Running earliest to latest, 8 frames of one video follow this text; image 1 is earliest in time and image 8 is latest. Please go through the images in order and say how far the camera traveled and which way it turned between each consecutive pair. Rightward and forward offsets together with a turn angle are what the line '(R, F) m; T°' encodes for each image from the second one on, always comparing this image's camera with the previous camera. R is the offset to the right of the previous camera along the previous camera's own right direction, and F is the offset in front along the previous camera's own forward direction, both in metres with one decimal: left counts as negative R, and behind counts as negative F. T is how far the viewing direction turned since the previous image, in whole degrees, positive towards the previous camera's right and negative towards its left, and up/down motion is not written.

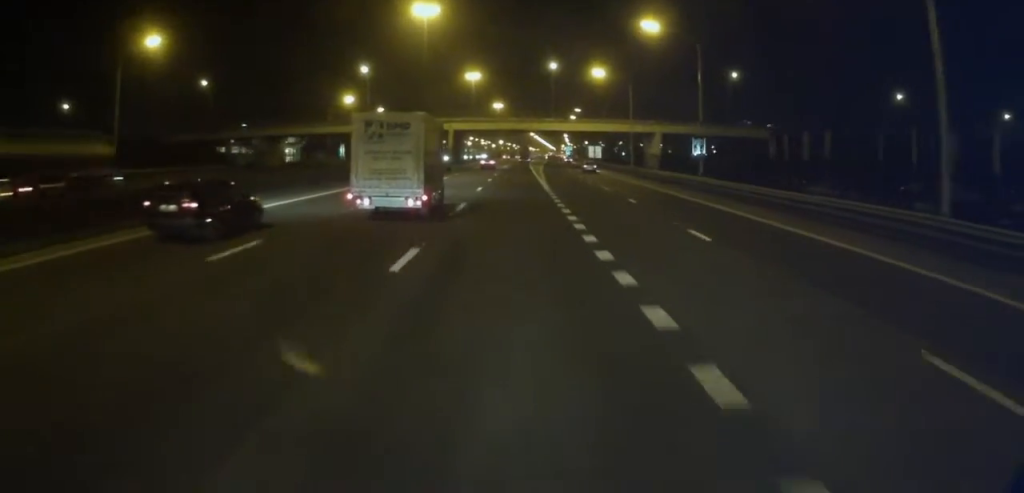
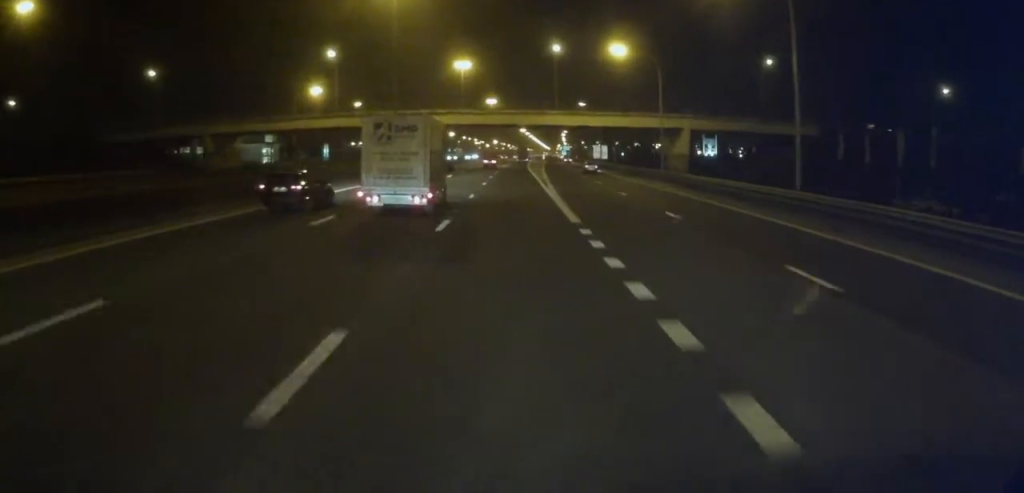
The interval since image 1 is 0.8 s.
(+0.3, +18.9) m; 0°
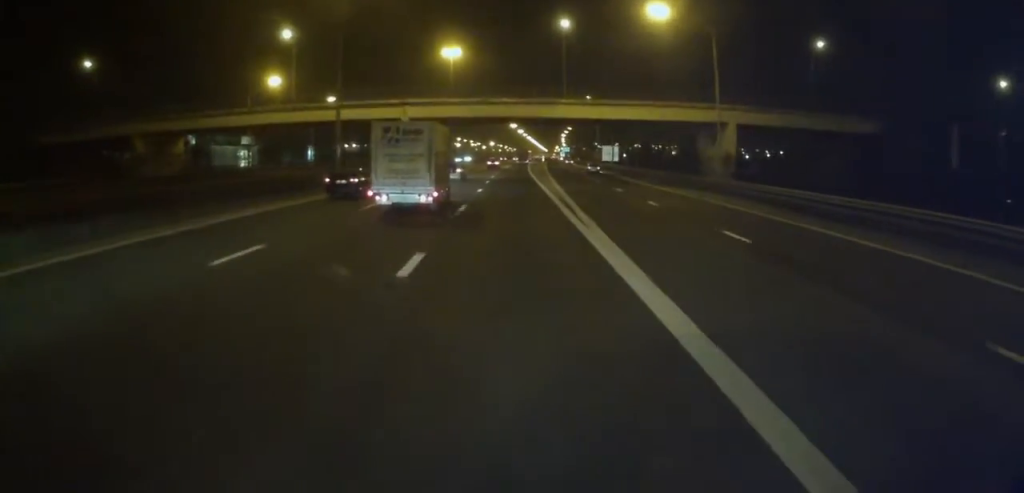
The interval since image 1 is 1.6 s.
(+0.1, +18.8) m; 0°
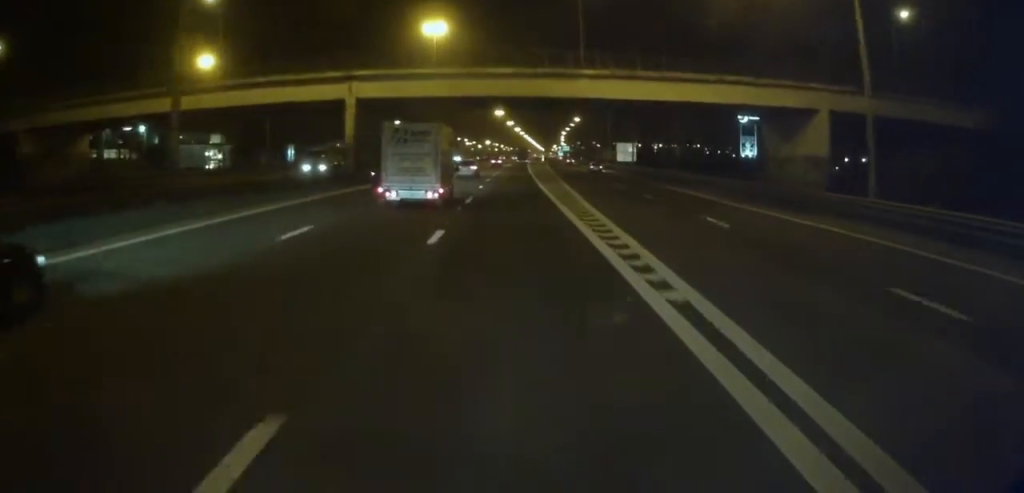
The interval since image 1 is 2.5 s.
(-0.3, +21.1) m; 0°
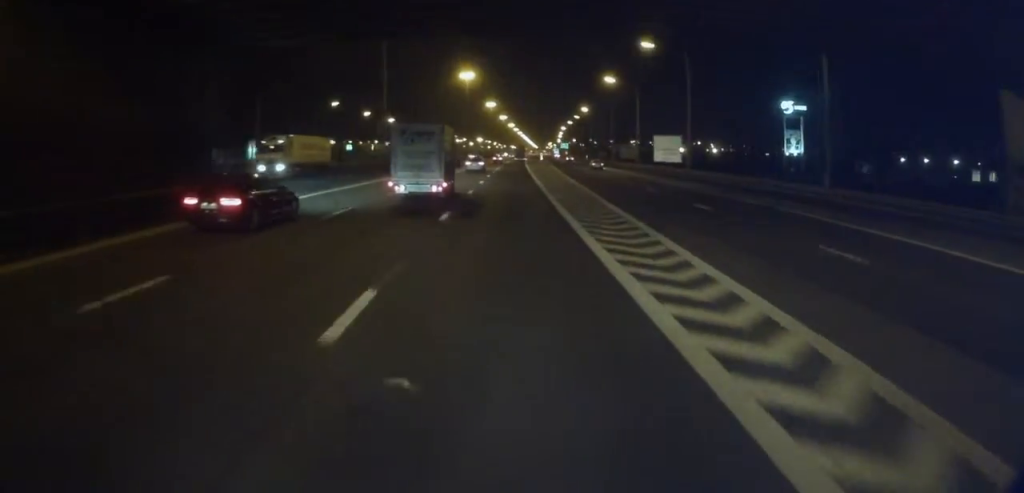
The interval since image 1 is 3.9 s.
(+0.7, +33.0) m; +1°
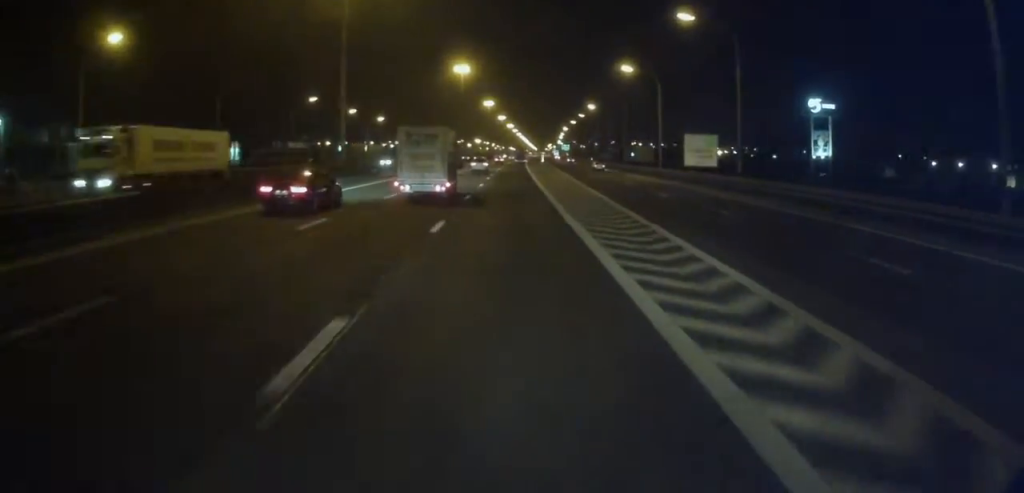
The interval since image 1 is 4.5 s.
(0.0, +14.2) m; 0°
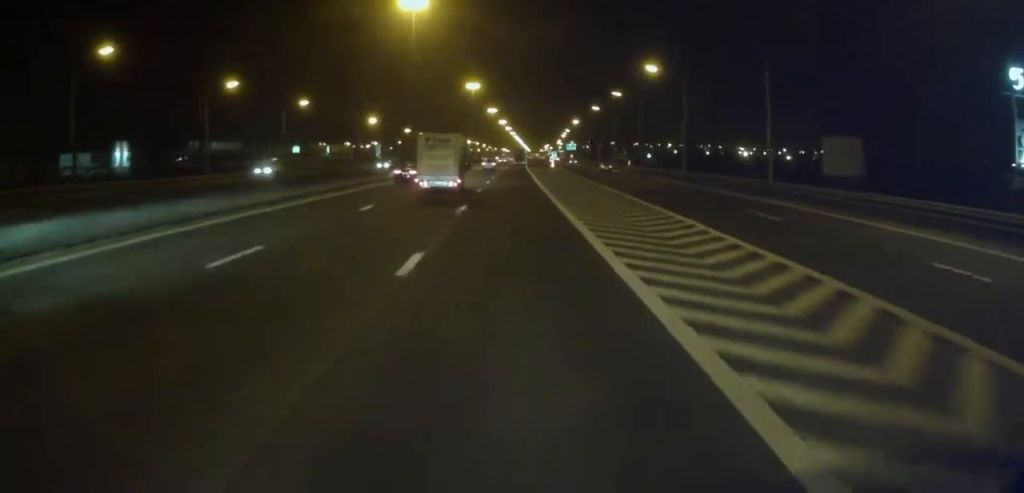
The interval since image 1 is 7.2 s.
(-0.2, +63.6) m; 0°
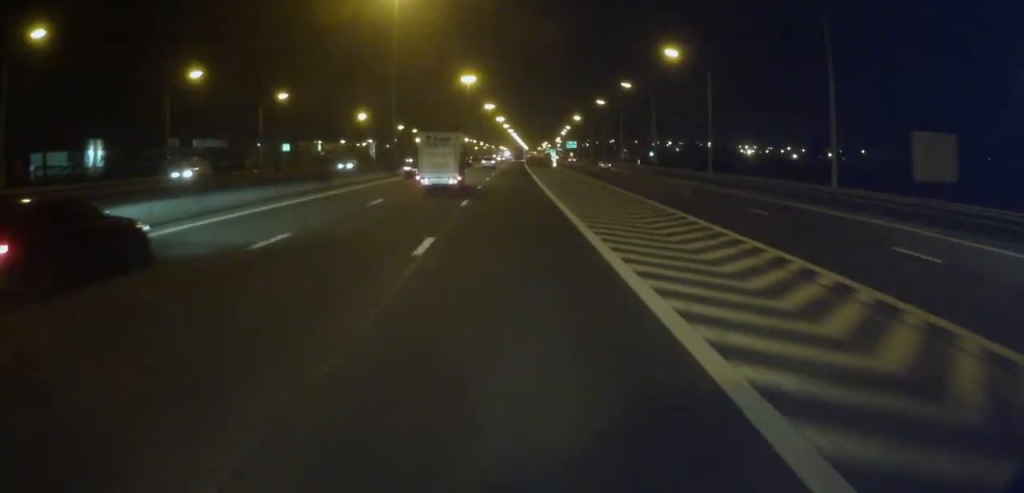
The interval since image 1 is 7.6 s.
(0.0, +10.6) m; 0°
